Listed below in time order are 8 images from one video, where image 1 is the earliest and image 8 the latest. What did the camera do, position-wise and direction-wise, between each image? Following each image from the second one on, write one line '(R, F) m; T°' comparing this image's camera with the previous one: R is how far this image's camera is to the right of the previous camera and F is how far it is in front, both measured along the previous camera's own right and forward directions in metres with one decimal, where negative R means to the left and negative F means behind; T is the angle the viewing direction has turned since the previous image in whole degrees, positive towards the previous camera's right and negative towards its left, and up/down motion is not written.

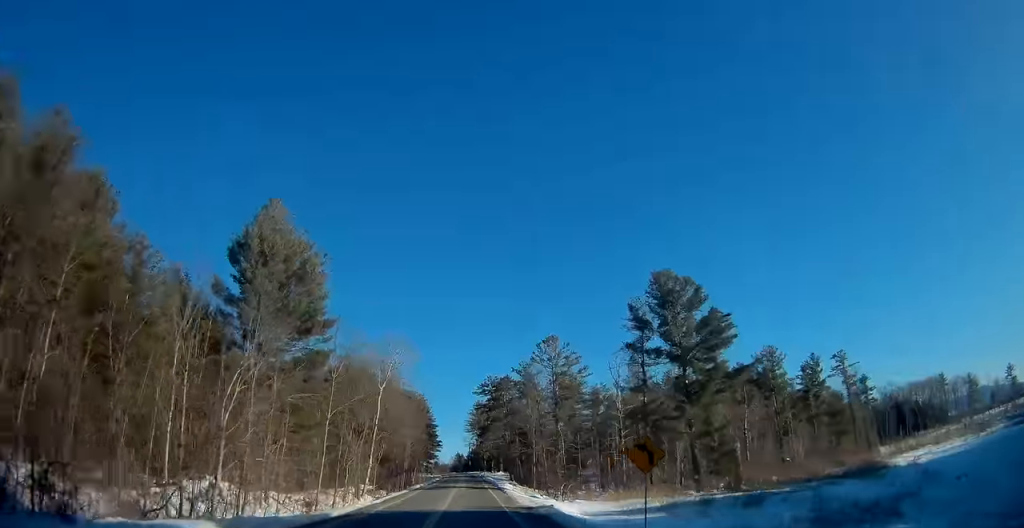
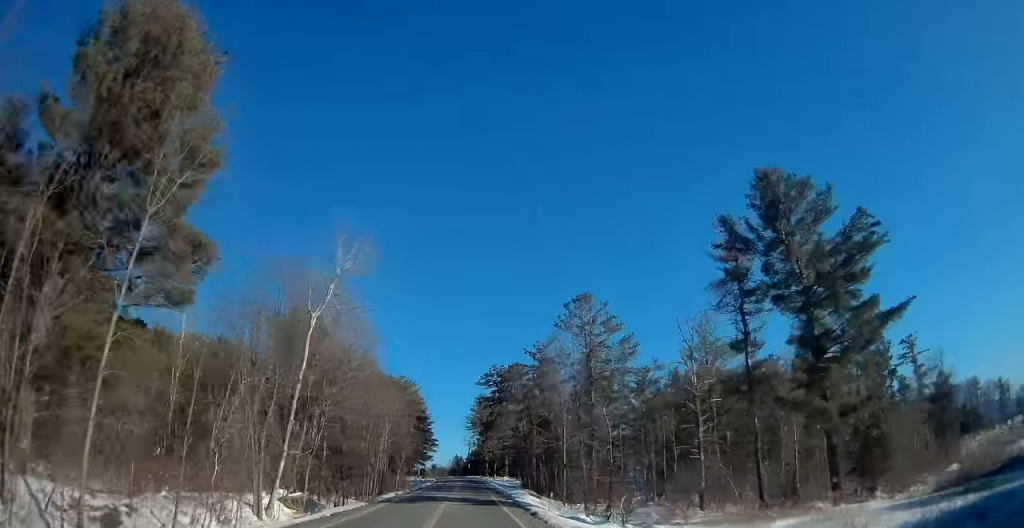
(+0.1, +22.9) m; 0°
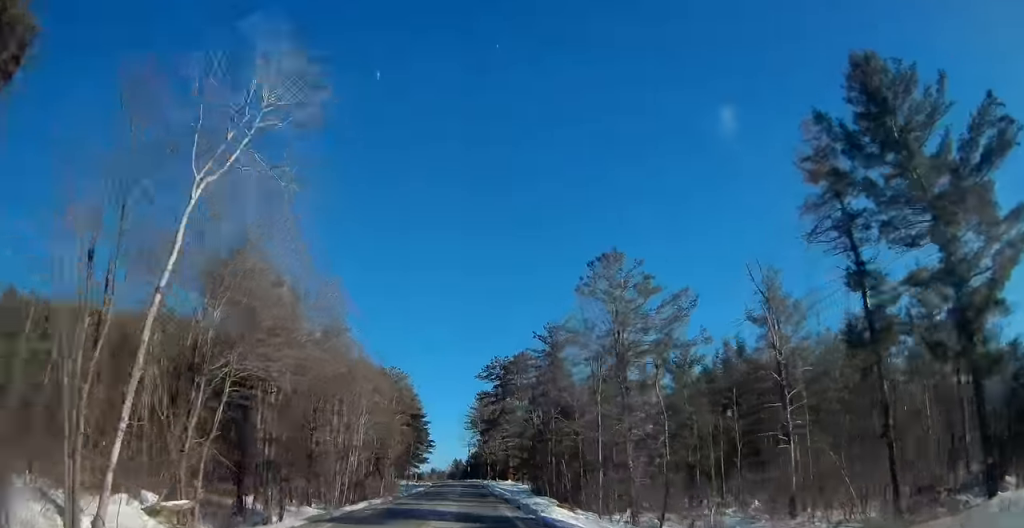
(0.0, +13.4) m; 0°
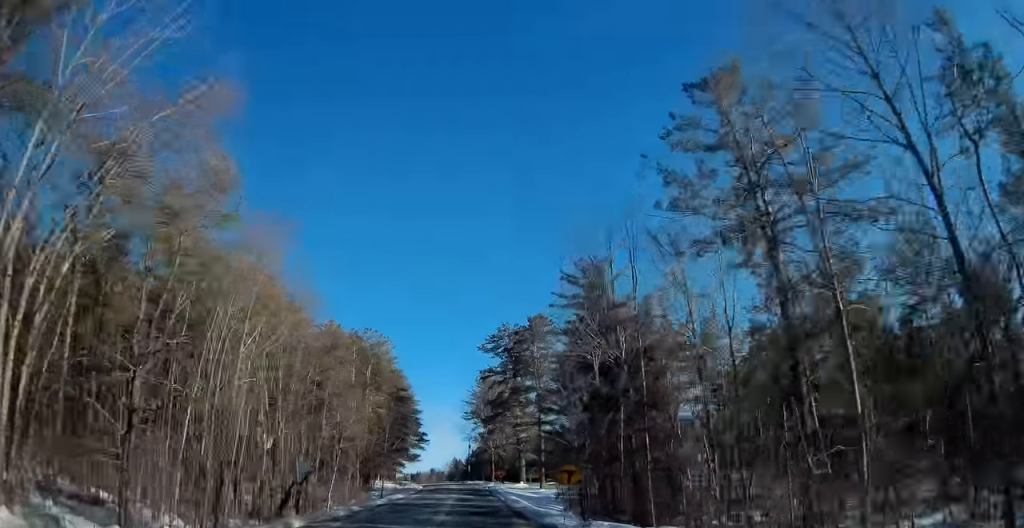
(+0.1, +25.8) m; 0°
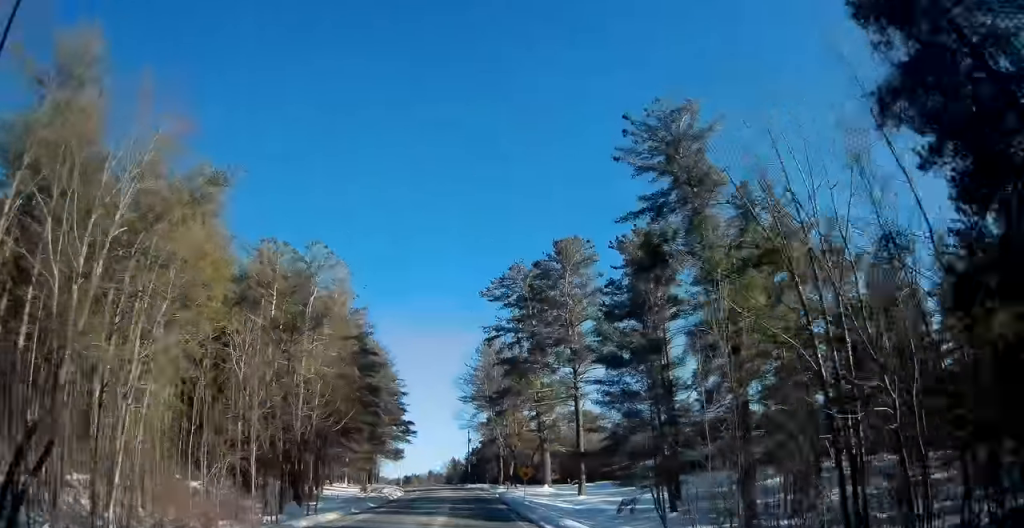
(-0.3, +28.0) m; 0°
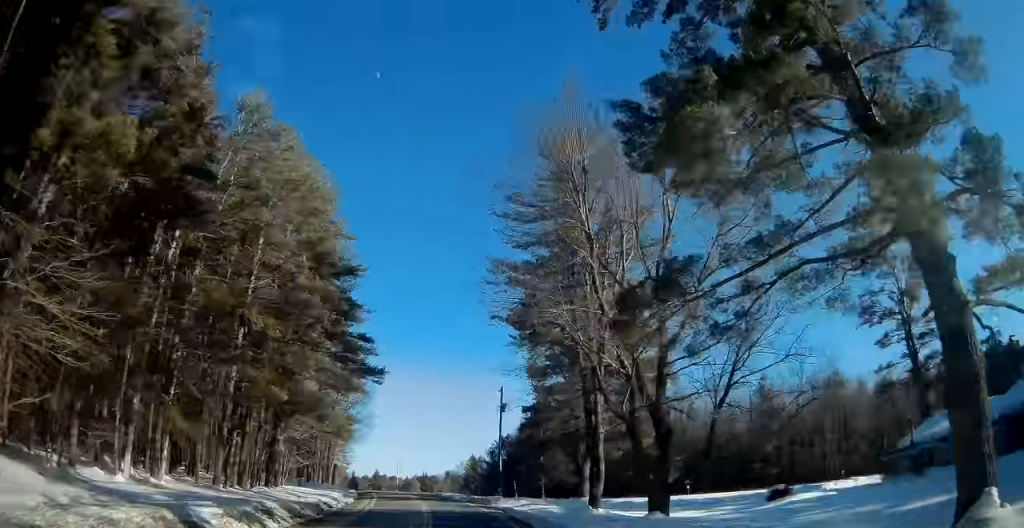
(-0.1, +53.4) m; -2°
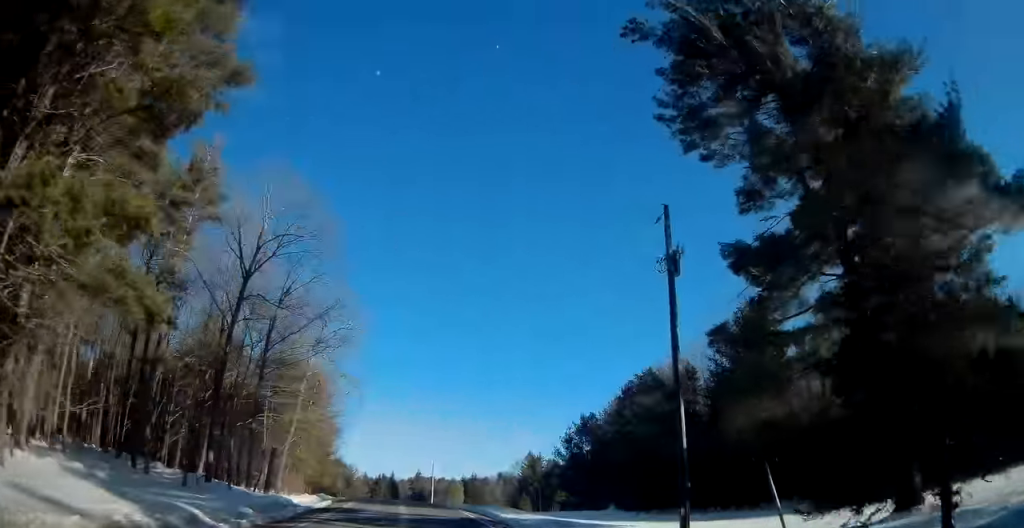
(-1.8, +35.0) m; -5°
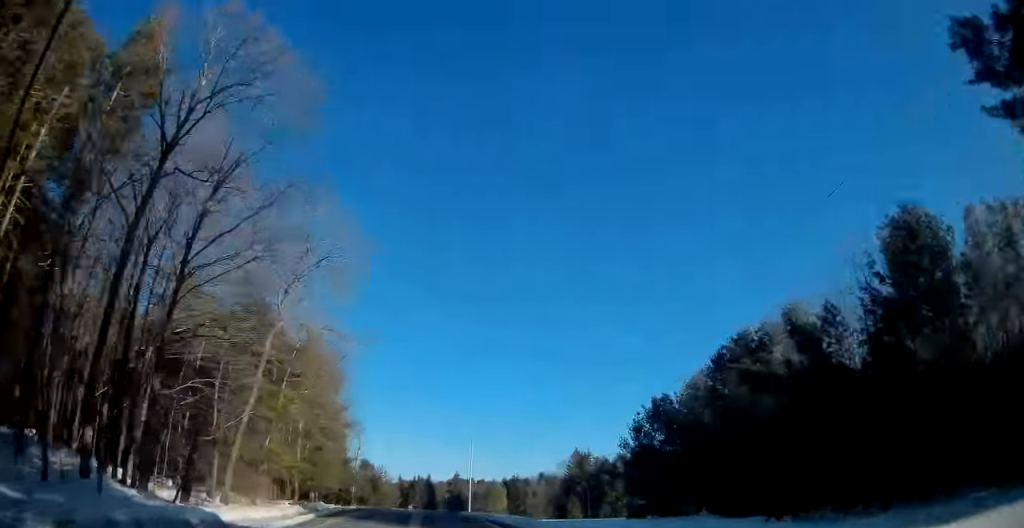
(-0.2, +13.9) m; -2°
